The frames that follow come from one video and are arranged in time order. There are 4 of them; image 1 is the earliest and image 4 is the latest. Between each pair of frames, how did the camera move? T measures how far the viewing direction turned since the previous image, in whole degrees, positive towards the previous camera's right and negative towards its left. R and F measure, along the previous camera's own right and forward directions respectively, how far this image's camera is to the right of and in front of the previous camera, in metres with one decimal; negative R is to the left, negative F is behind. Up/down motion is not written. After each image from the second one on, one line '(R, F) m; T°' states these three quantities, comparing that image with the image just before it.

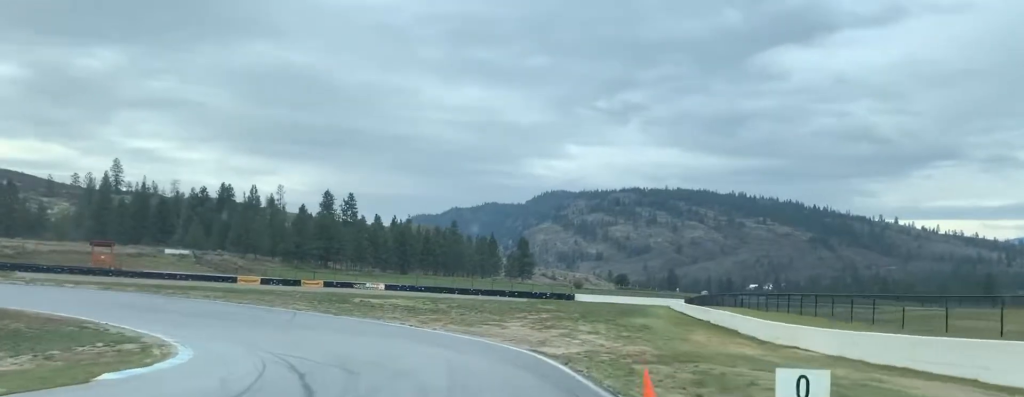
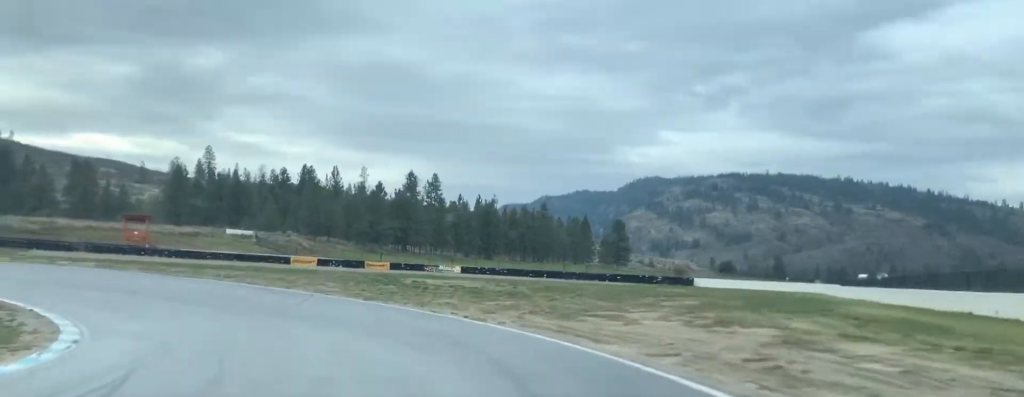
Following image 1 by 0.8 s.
(0.0, +21.9) m; -6°
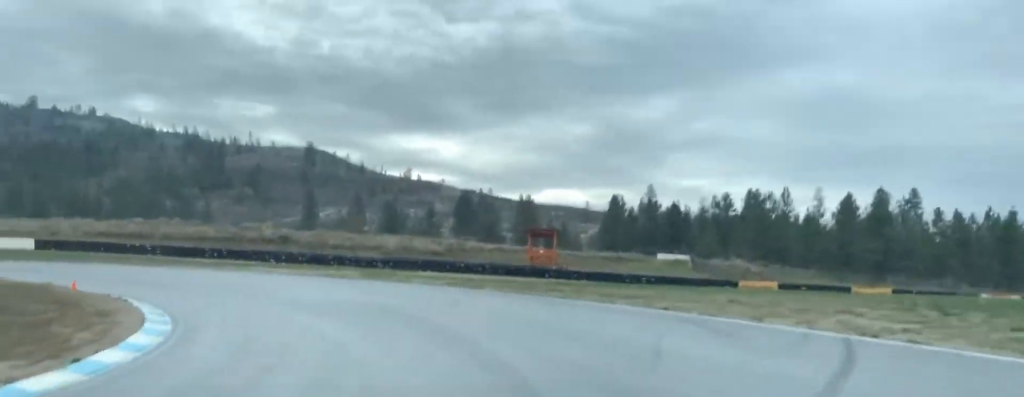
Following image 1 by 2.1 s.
(-7.7, +30.5) m; -36°
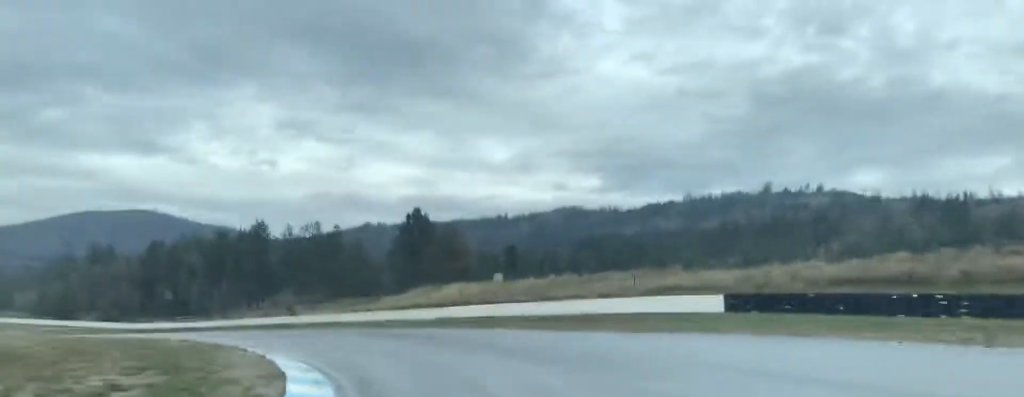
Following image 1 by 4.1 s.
(-21.5, +39.2) m; -48°
